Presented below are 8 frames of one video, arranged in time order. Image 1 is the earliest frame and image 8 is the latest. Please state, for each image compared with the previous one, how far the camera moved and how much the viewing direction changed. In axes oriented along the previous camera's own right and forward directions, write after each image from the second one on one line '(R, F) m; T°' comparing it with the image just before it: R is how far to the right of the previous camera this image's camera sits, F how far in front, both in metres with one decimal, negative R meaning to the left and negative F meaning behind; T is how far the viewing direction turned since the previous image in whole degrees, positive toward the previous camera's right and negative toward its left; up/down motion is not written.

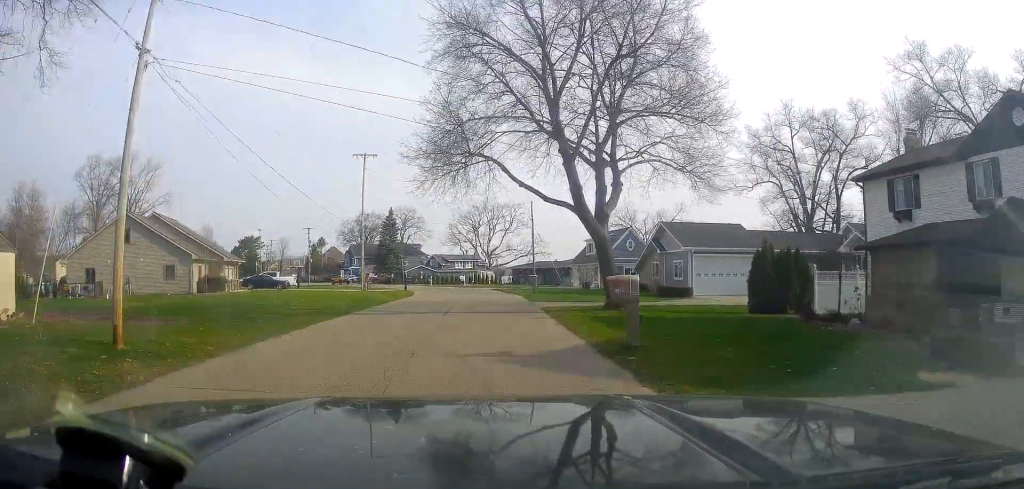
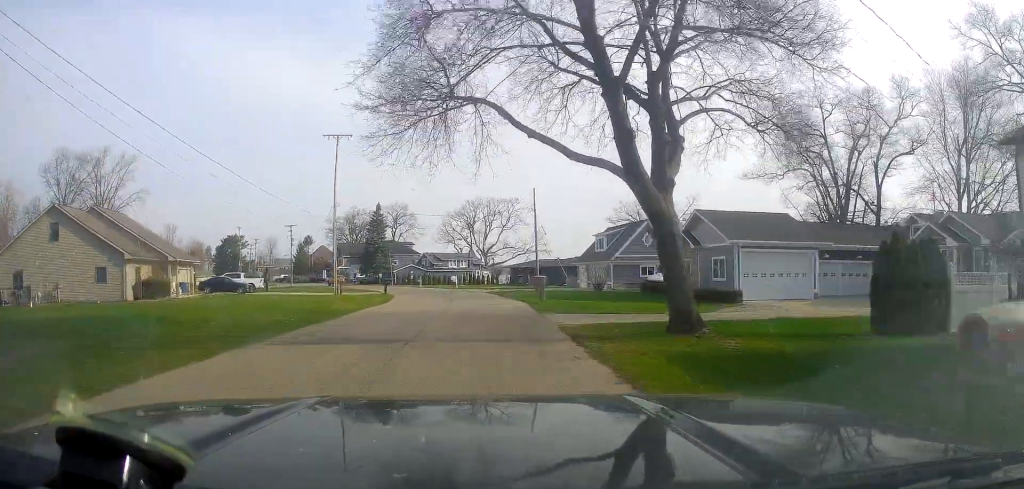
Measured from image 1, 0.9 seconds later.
(-0.2, +8.6) m; -1°
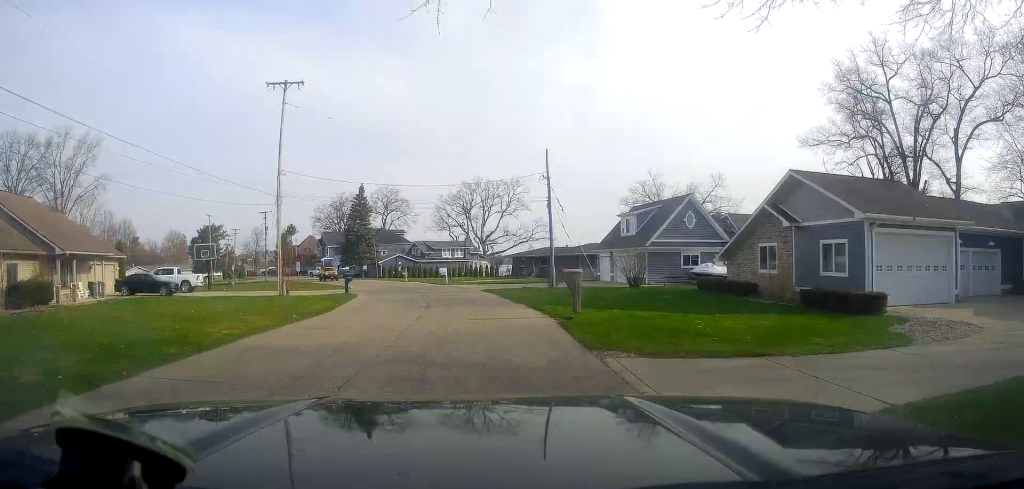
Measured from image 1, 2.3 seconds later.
(+0.1, +12.8) m; 0°
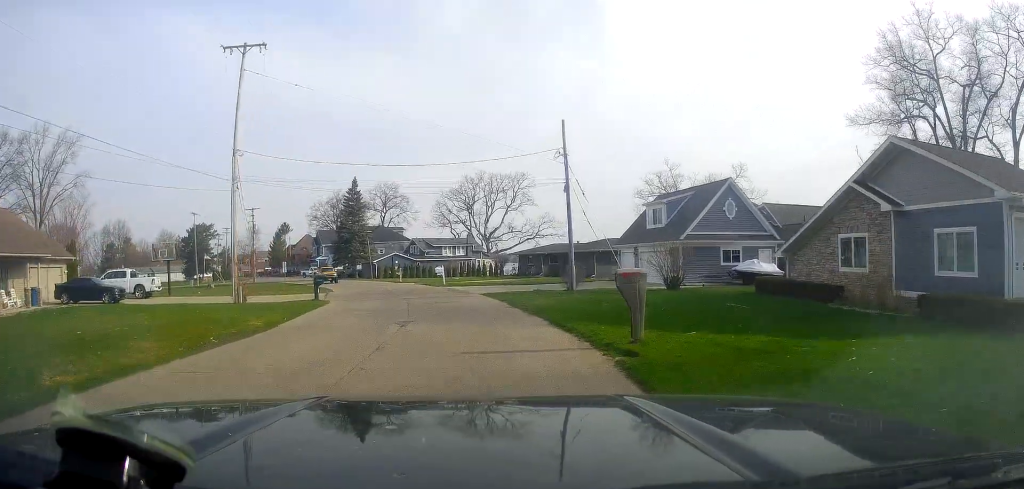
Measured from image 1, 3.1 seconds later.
(-0.2, +7.1) m; +1°
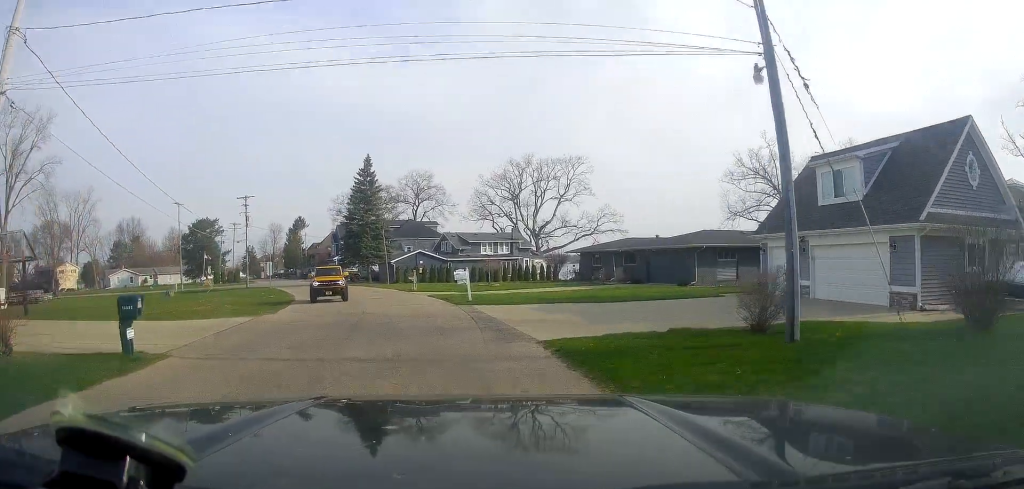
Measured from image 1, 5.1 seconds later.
(0.0, +18.4) m; -6°
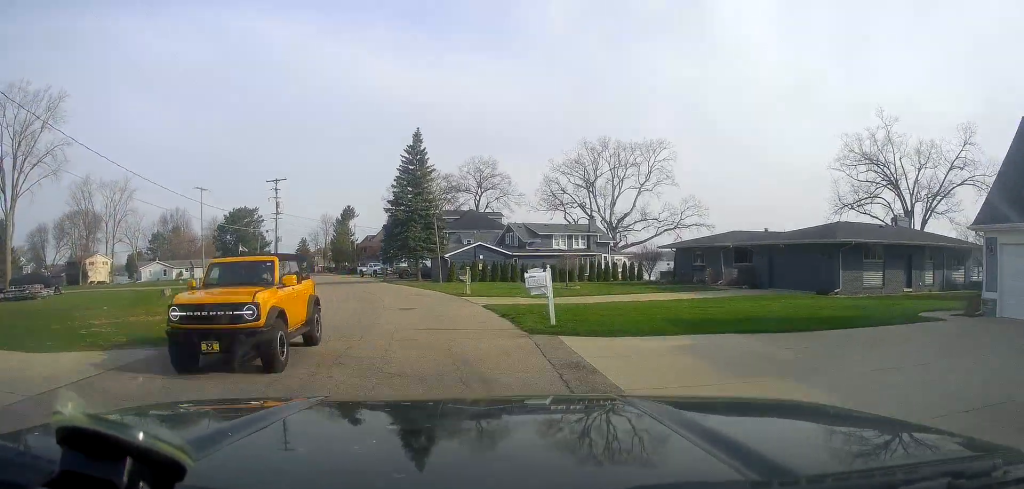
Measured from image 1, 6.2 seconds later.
(-0.9, +10.6) m; -7°
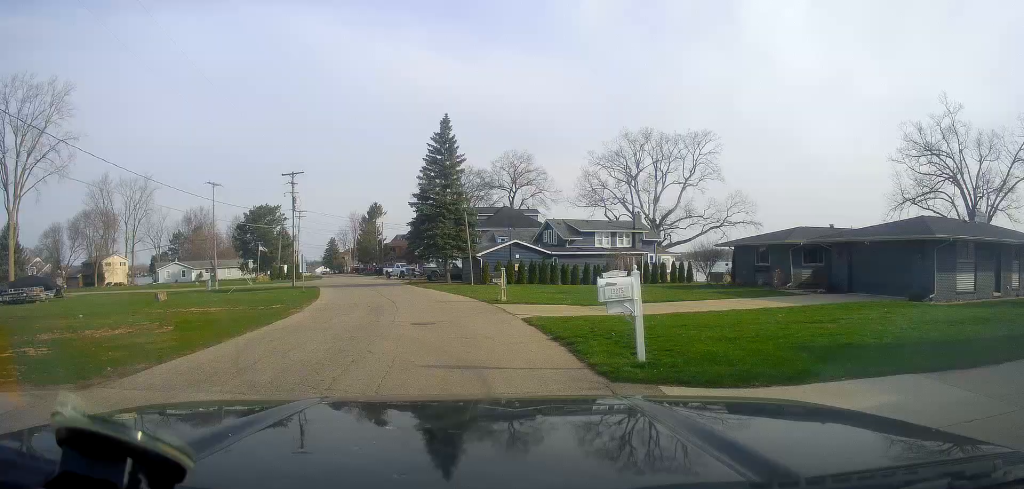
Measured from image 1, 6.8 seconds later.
(0.0, +5.2) m; -3°
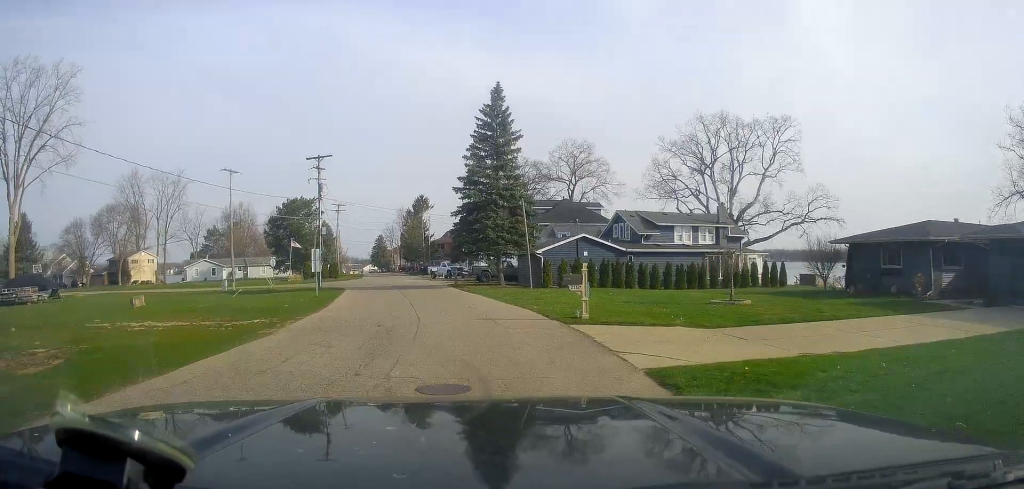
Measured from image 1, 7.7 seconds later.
(-0.4, +8.6) m; -5°
